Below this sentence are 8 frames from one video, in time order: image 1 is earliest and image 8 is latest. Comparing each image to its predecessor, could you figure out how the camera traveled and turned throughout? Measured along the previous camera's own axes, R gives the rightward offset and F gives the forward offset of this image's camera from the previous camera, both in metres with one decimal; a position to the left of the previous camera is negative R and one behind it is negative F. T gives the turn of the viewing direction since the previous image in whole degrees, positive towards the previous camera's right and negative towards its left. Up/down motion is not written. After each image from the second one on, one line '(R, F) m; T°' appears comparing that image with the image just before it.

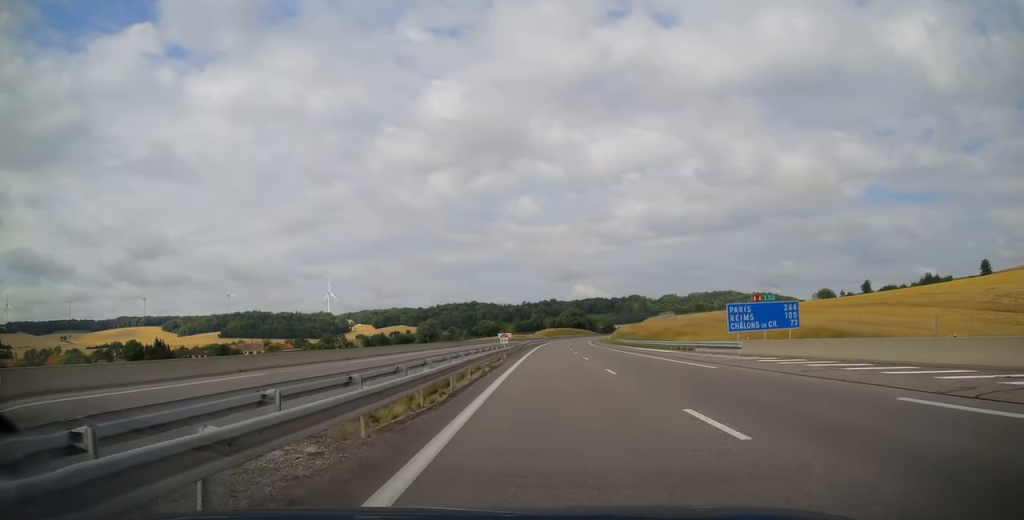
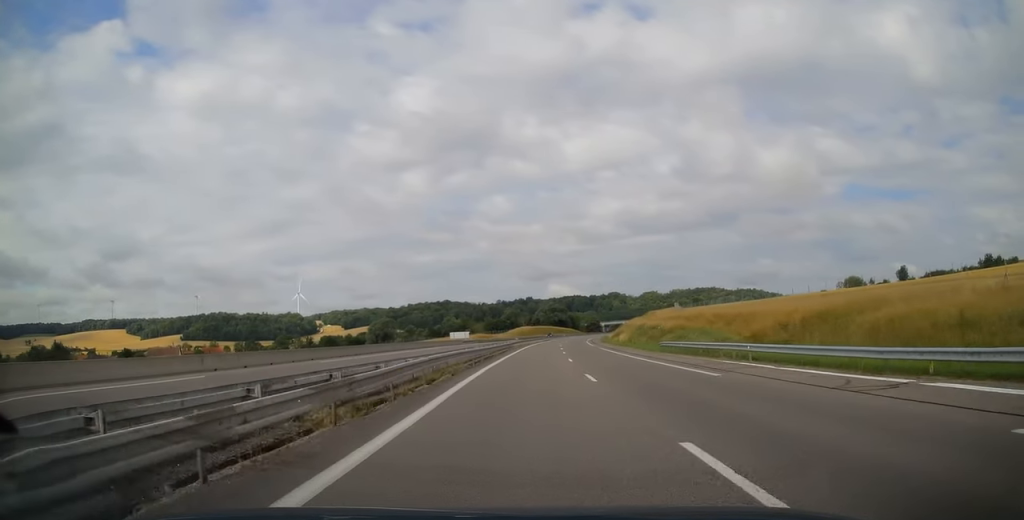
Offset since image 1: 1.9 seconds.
(+1.4, +54.4) m; +2°
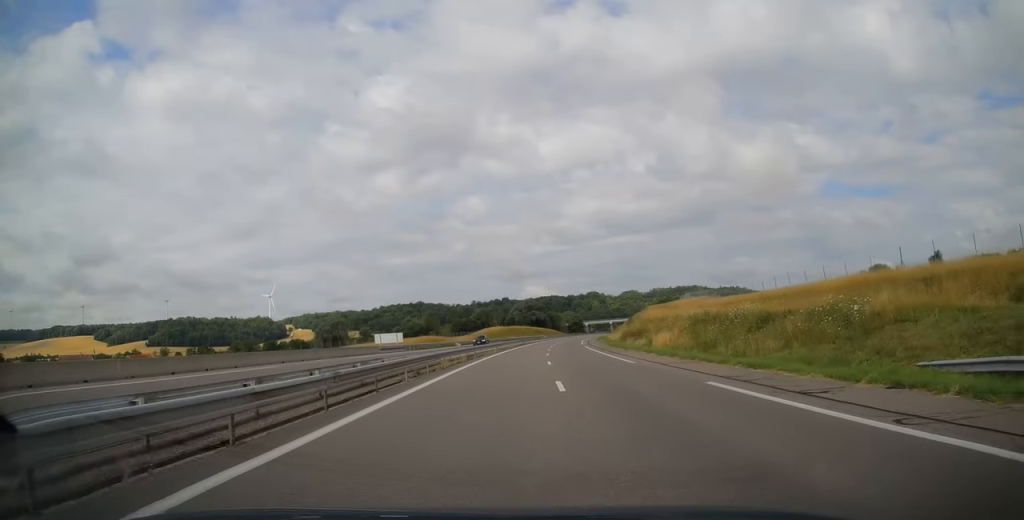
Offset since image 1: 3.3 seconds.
(+0.5, +41.4) m; +2°
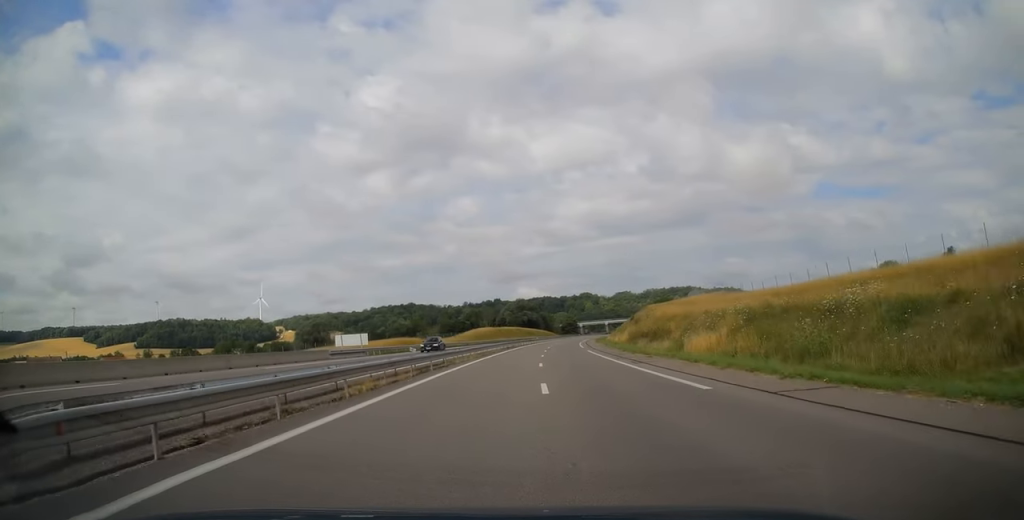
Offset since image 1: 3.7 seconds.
(+0.1, +13.1) m; +1°
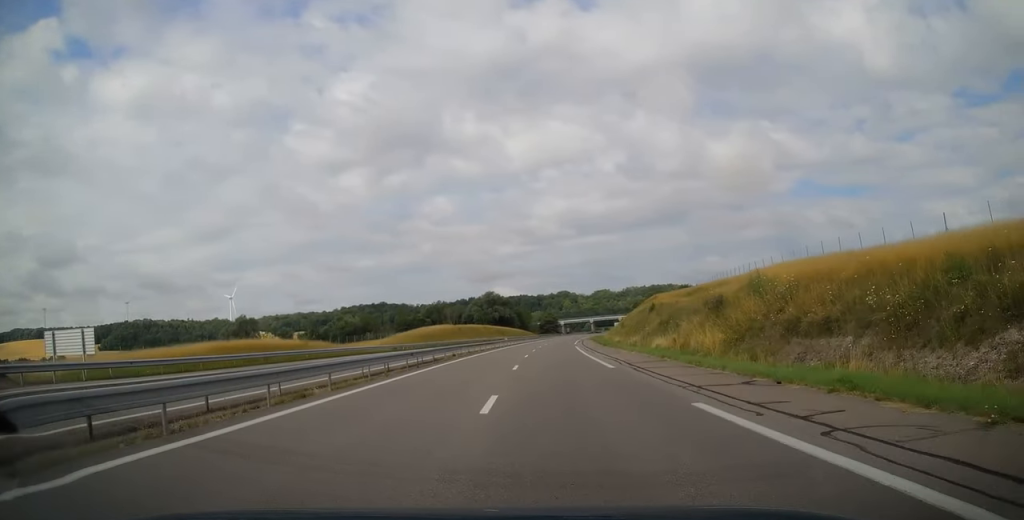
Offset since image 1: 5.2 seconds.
(+1.0, +41.8) m; +3°
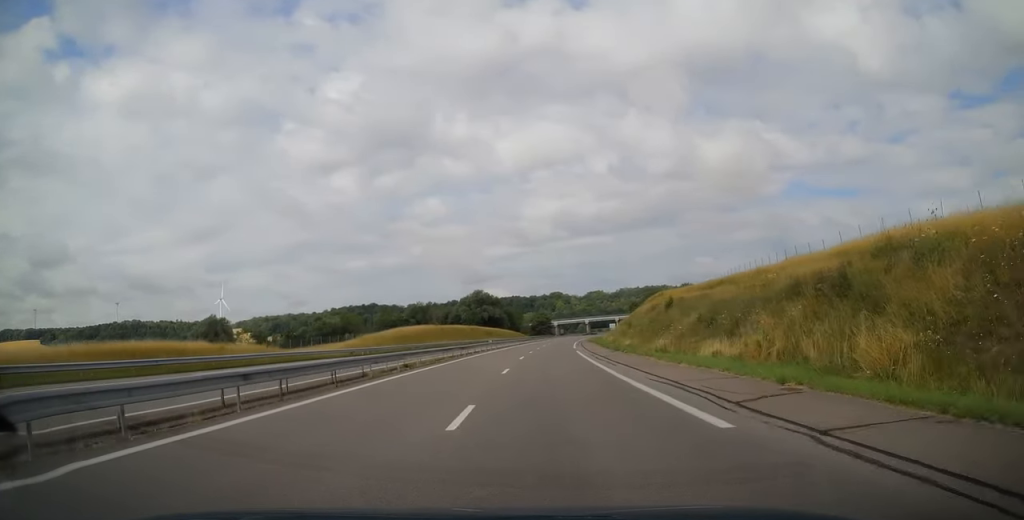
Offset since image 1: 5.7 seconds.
(0.0, +14.6) m; +1°
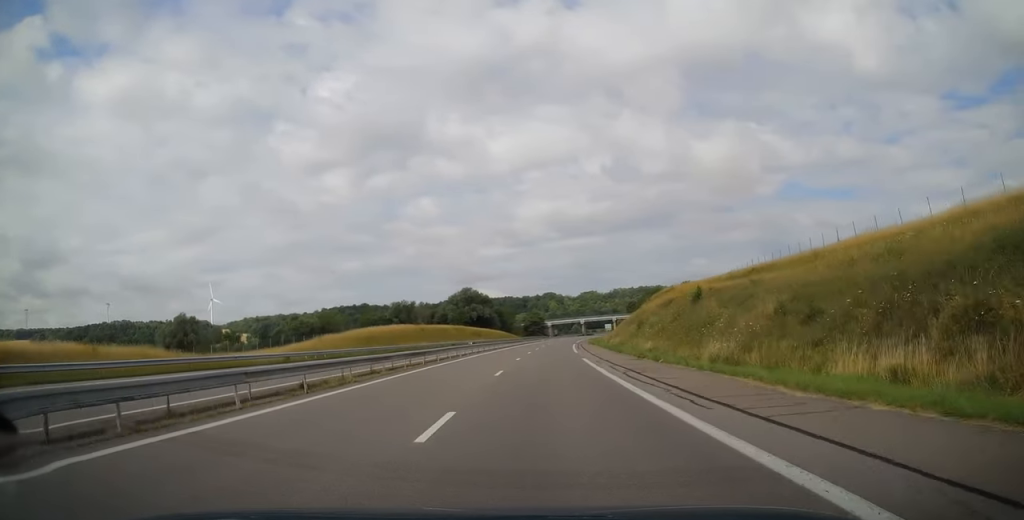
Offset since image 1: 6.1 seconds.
(+0.2, +13.6) m; 0°
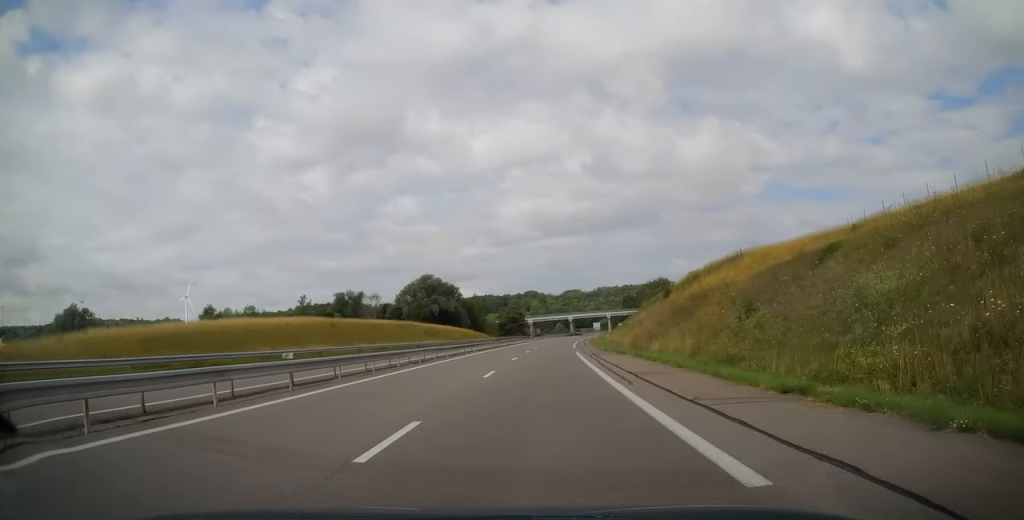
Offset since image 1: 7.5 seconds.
(+0.3, +39.9) m; +1°
